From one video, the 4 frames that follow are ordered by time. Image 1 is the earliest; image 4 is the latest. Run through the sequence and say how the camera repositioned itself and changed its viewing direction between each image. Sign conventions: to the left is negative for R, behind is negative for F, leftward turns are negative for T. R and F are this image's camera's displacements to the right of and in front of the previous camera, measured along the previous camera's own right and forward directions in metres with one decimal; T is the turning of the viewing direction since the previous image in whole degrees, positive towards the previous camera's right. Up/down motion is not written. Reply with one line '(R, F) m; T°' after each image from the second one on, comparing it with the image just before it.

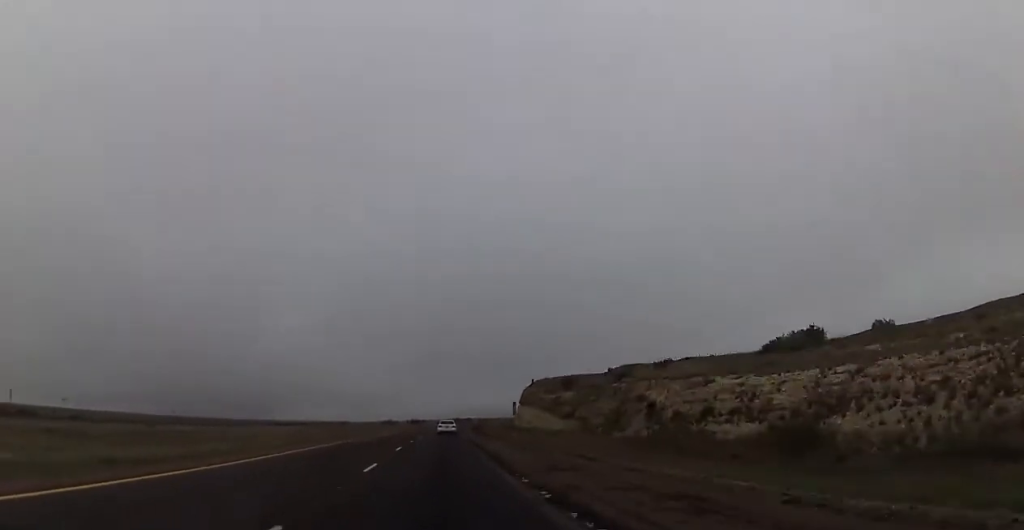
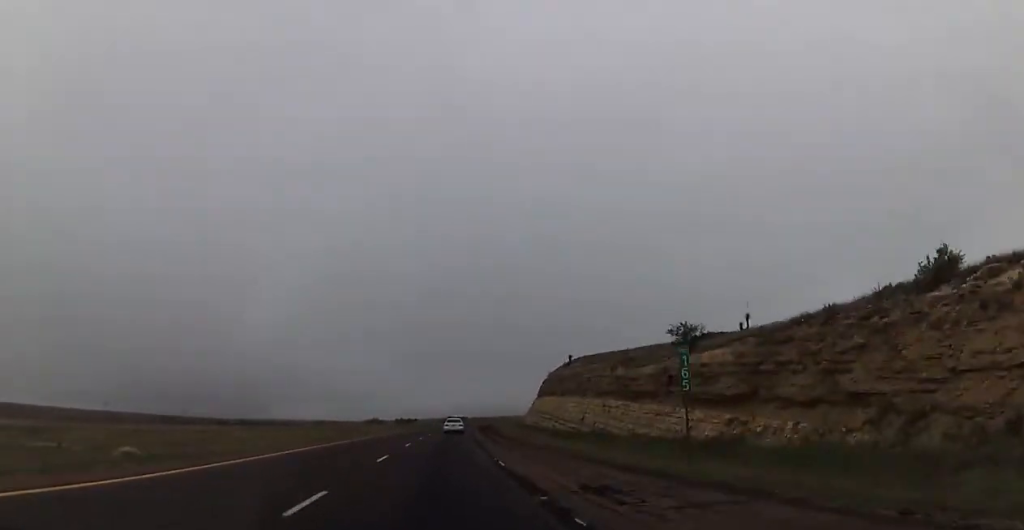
(+0.3, +44.7) m; 0°
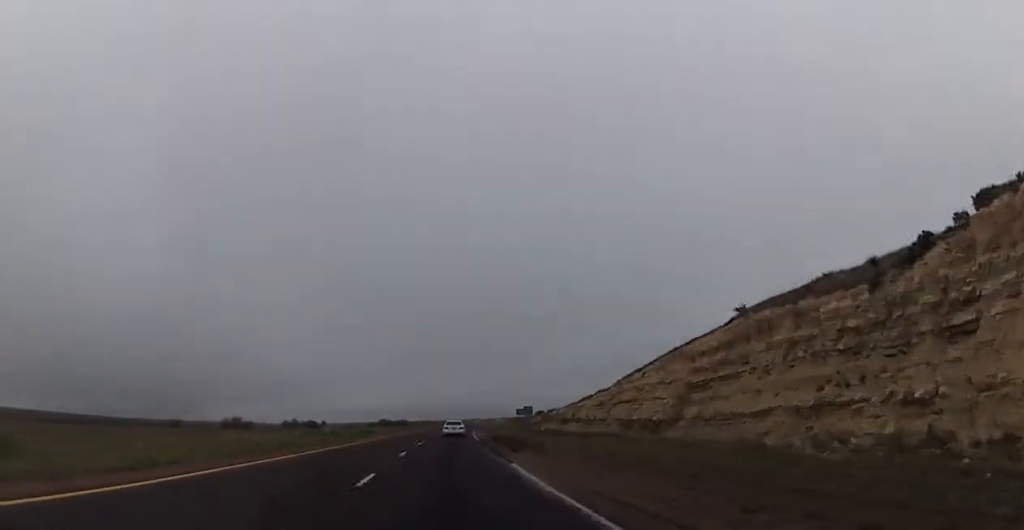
(+2.8, +141.7) m; +4°
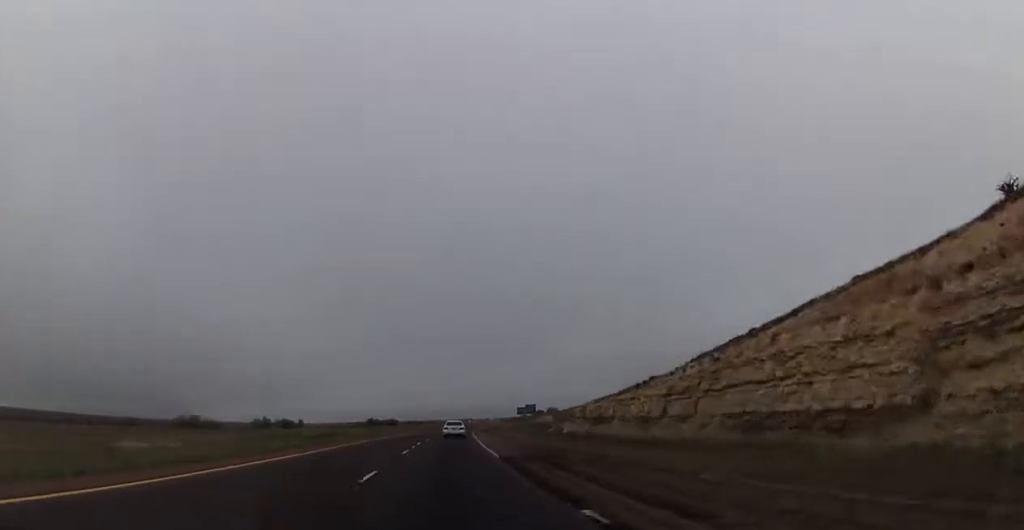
(+0.2, +23.0) m; +1°
